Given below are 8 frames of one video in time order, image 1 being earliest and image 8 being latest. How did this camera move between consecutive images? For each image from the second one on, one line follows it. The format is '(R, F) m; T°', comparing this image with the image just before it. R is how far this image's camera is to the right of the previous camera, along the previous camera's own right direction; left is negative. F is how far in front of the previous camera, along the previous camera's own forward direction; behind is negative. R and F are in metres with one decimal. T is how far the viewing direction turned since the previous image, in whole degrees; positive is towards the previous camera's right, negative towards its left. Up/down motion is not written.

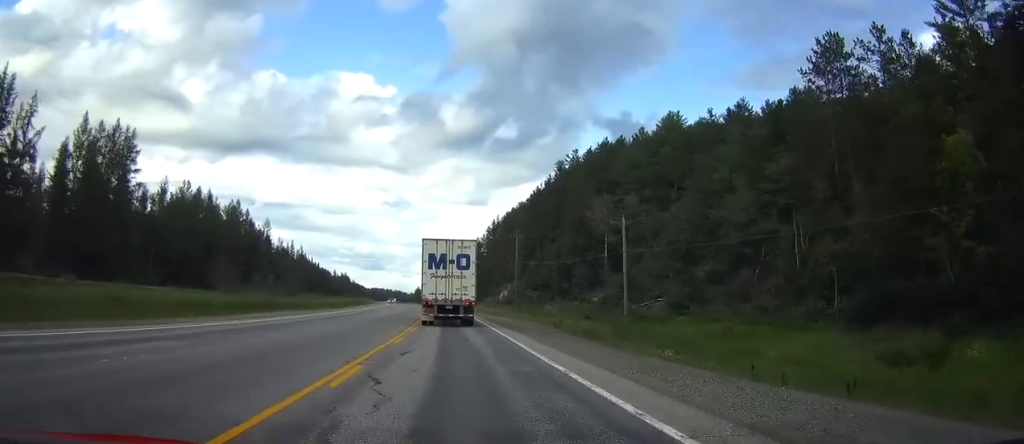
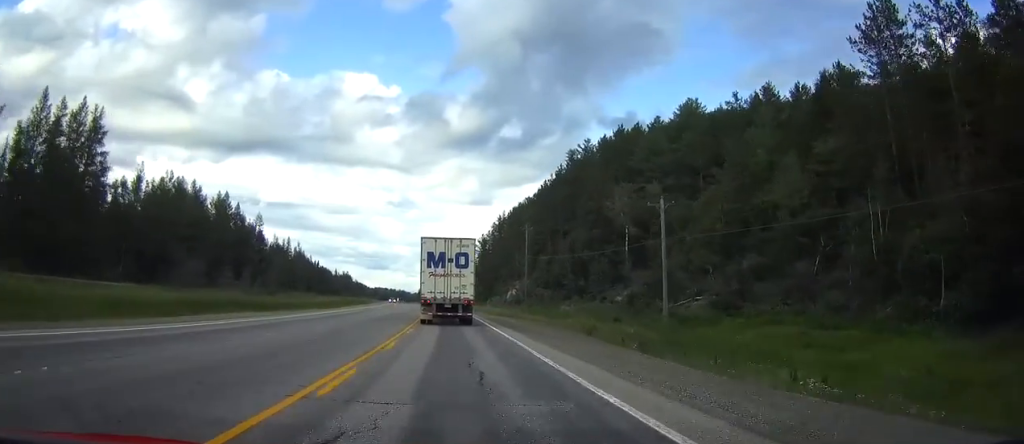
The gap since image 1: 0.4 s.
(0.0, +10.6) m; 0°
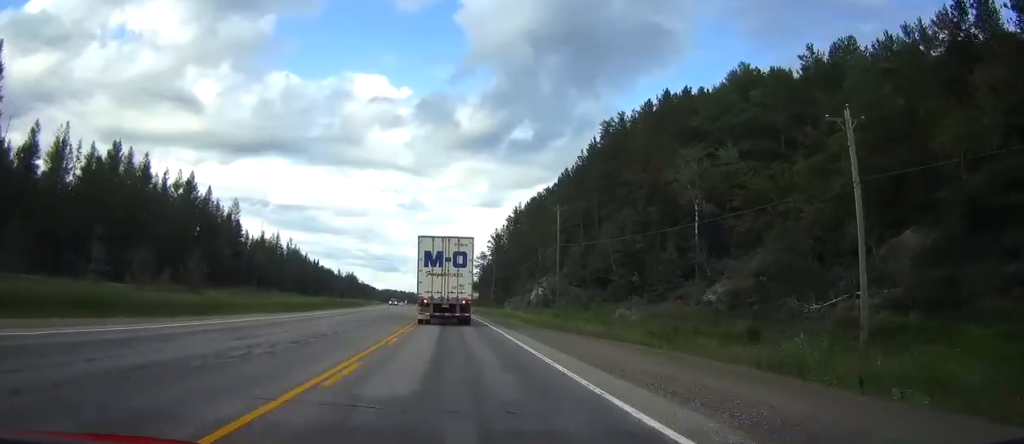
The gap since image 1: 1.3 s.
(-0.2, +24.9) m; -1°
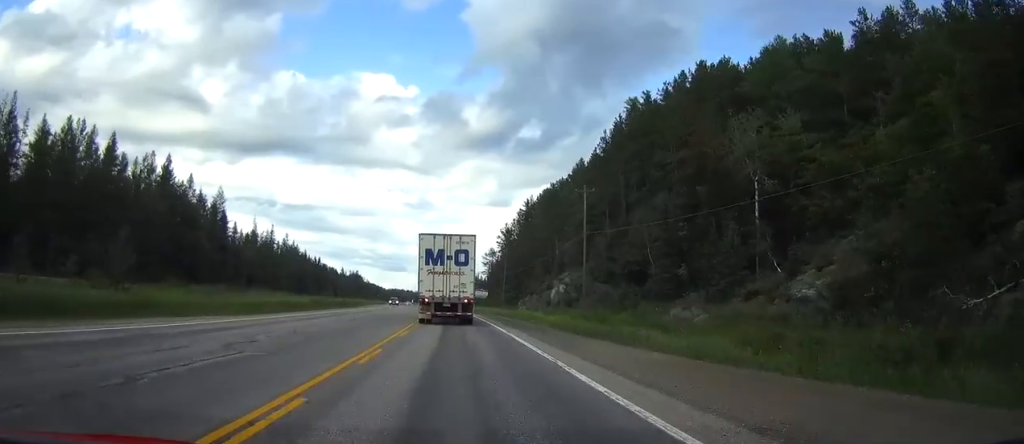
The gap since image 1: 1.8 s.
(-0.1, +13.3) m; -1°
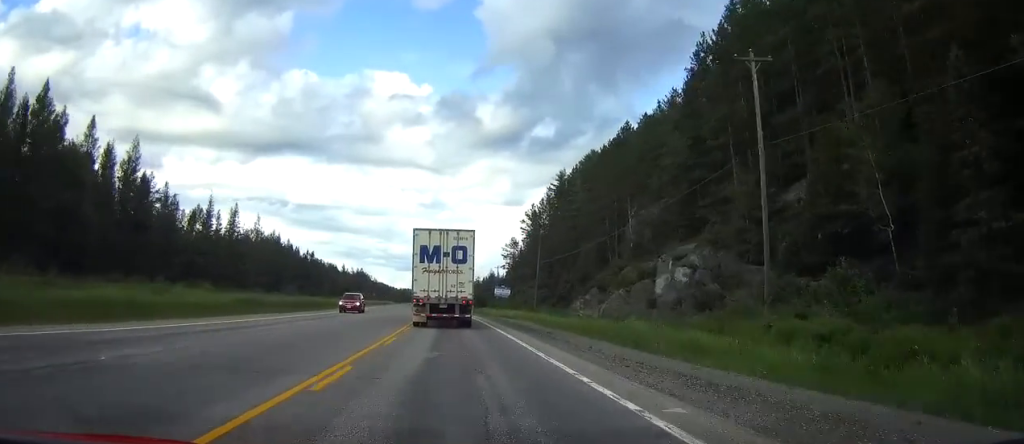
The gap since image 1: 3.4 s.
(-1.2, +40.4) m; -3°
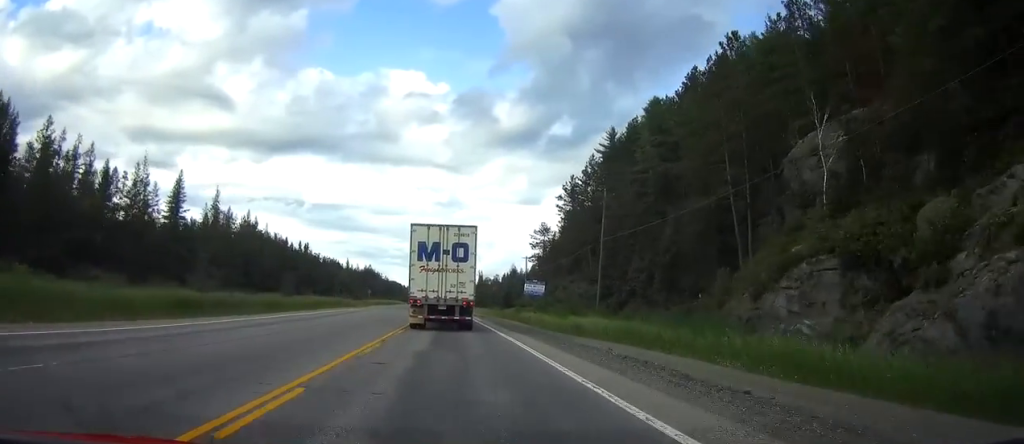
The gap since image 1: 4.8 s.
(-0.1, +38.1) m; 0°
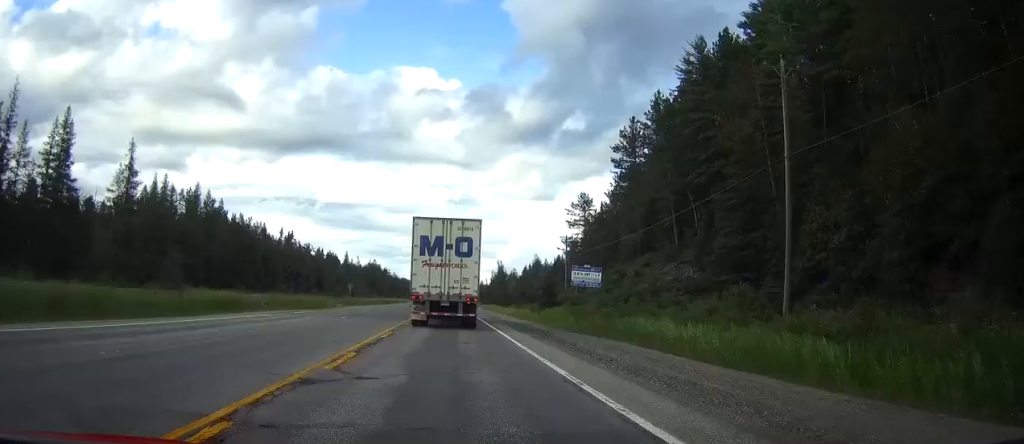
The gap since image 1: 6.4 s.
(0.0, +40.2) m; 0°
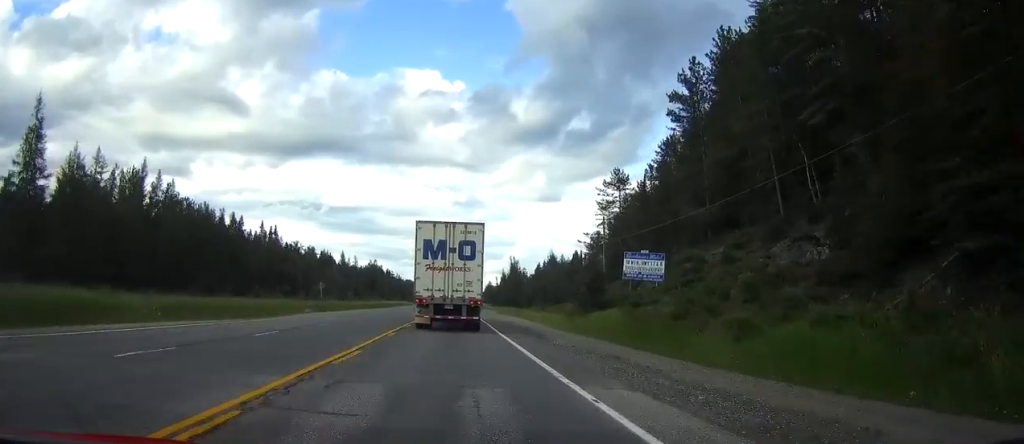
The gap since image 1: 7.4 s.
(0.0, +25.4) m; 0°
